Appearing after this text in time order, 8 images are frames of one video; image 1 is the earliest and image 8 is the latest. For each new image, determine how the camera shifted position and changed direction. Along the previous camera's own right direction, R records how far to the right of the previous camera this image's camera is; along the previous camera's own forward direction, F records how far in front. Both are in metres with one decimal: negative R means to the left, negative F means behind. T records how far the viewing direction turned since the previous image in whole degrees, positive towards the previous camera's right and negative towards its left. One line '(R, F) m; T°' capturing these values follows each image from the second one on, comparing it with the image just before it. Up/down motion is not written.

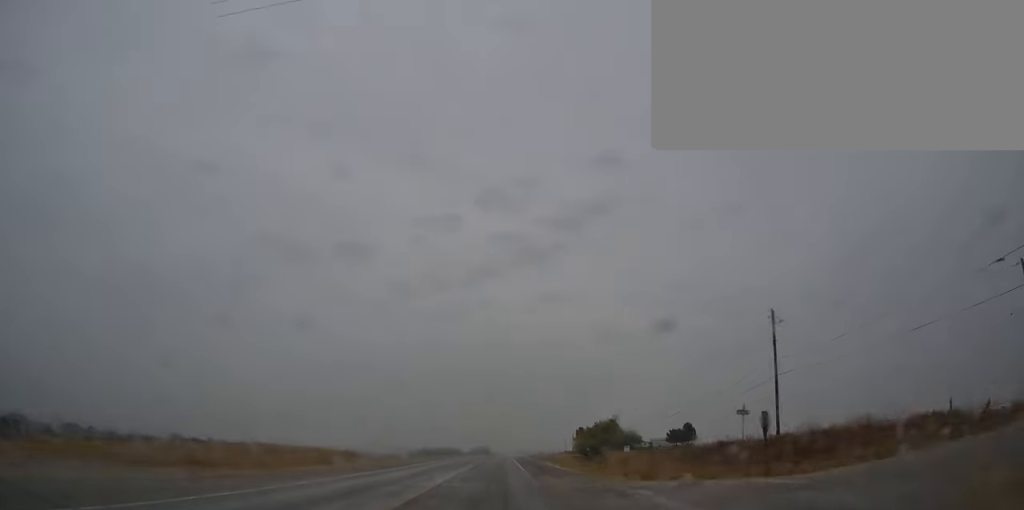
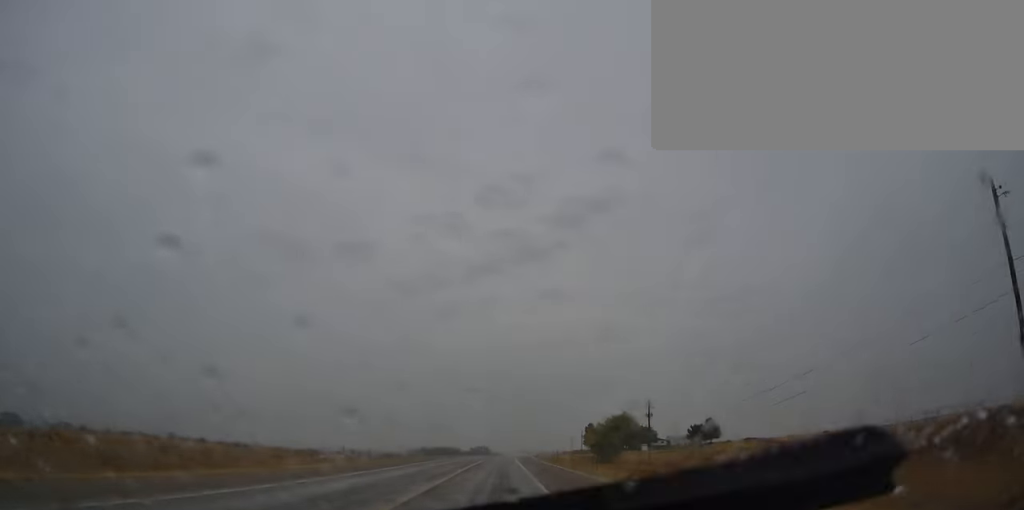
(0.0, +33.2) m; 0°
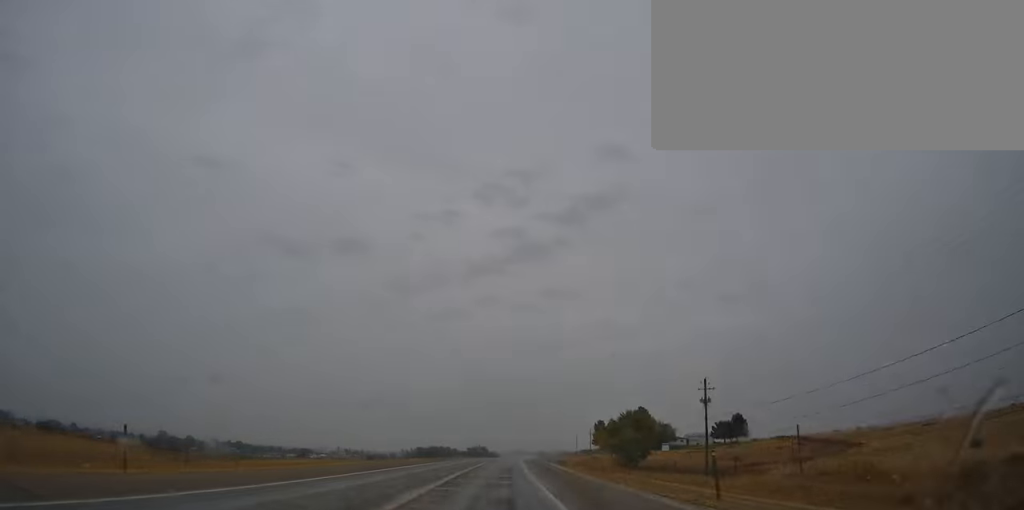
(0.0, +33.2) m; 0°
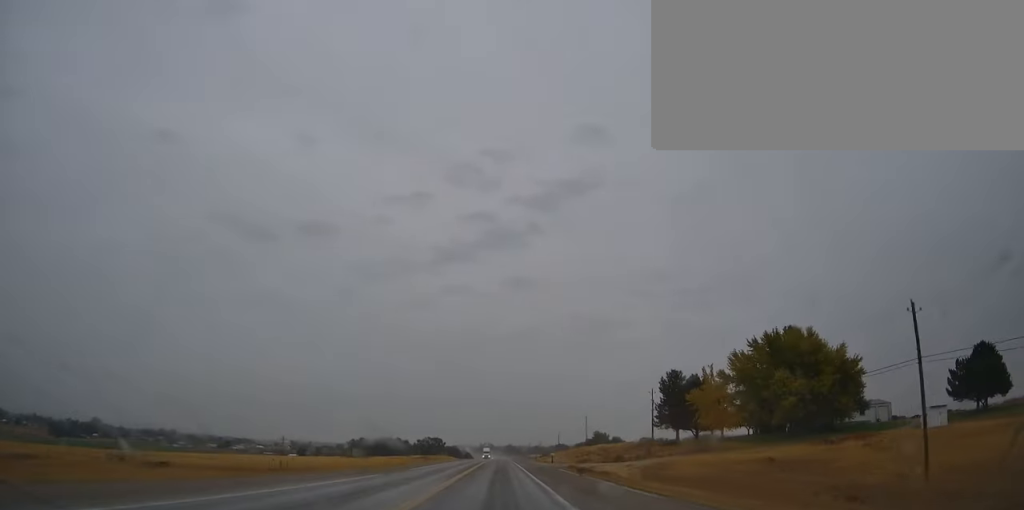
(+2.9, +149.1) m; +3°
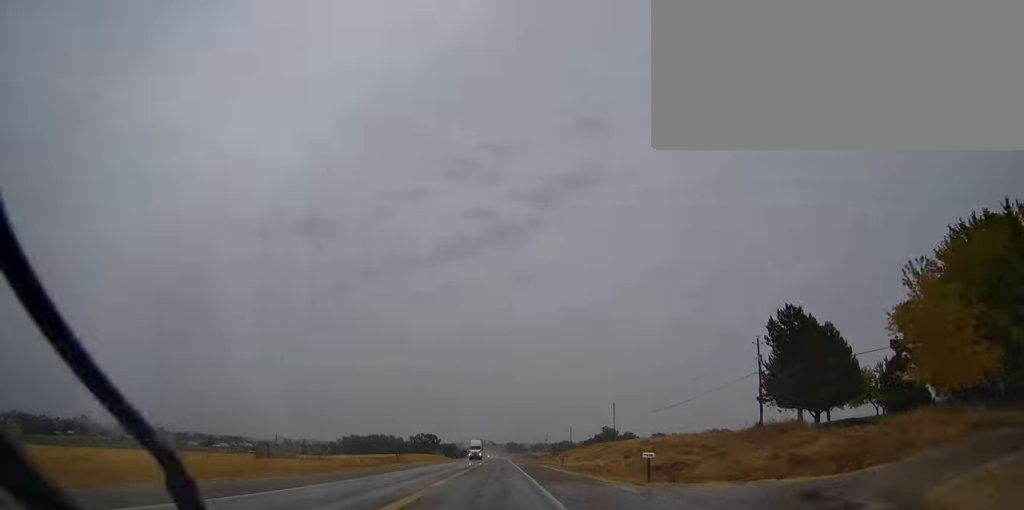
(+0.4, +47.1) m; +1°
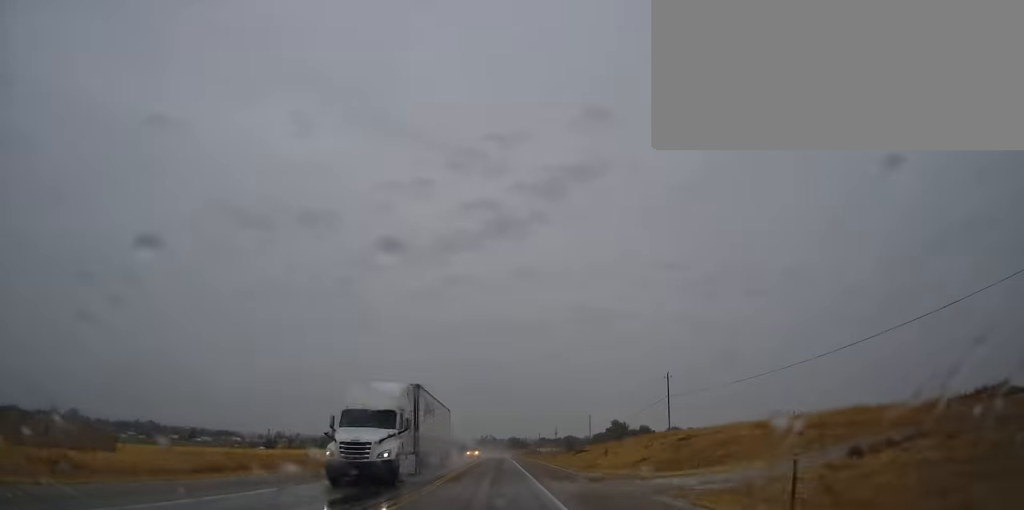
(+0.4, +47.1) m; 0°
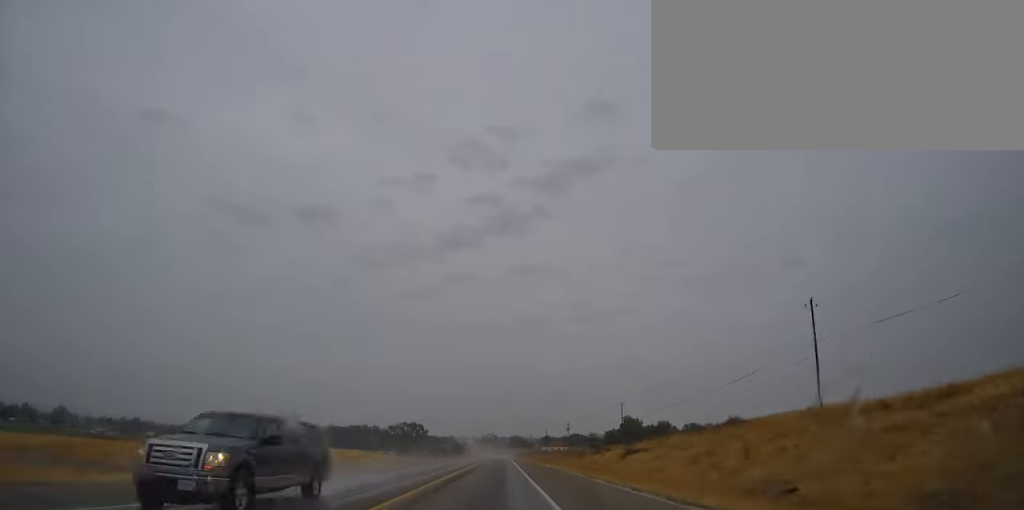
(+0.1, +48.9) m; -1°
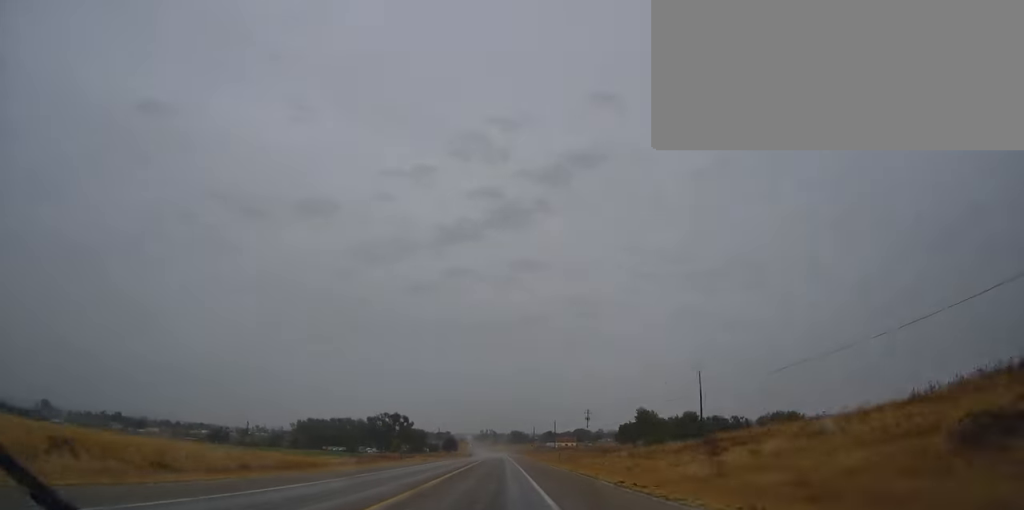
(-0.7, +56.5) m; -1°
